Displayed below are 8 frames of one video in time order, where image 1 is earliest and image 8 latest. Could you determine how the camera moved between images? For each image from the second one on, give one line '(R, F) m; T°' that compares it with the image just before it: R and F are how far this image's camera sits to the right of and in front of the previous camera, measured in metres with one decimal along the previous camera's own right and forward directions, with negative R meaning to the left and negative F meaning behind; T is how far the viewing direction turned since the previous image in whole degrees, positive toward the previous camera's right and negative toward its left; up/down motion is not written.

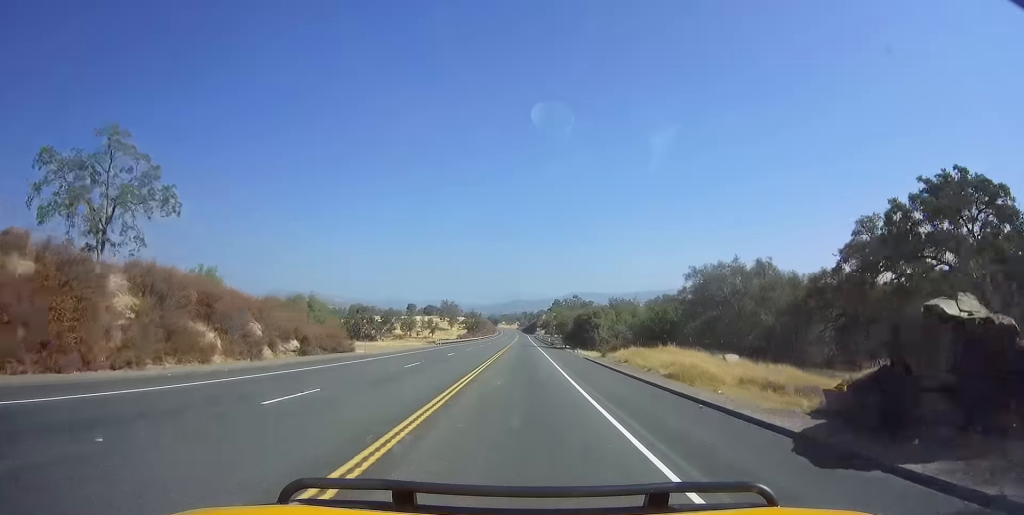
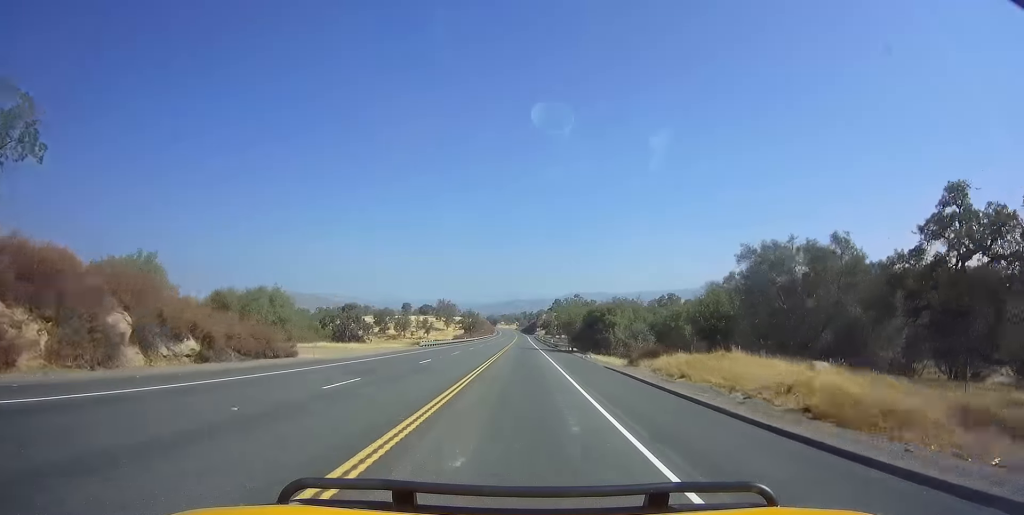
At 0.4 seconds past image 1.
(-0.1, +10.7) m; +1°
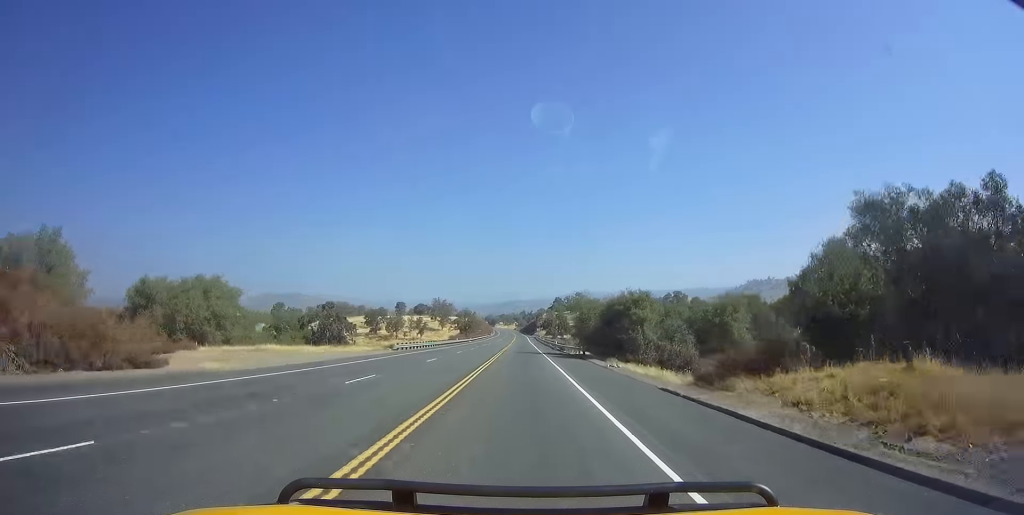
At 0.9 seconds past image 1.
(+0.2, +12.5) m; 0°
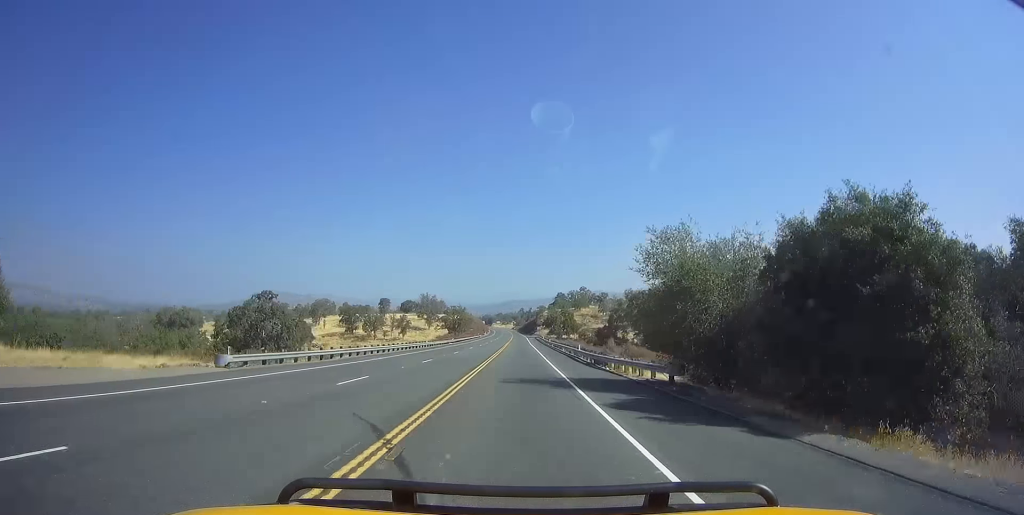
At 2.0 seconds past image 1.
(+0.2, +29.6) m; 0°
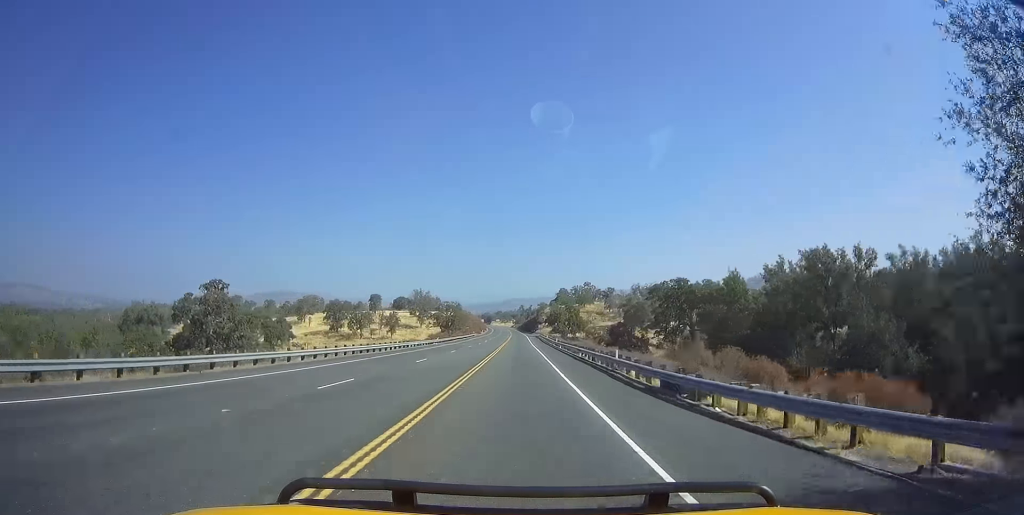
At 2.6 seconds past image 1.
(-0.3, +16.1) m; 0°
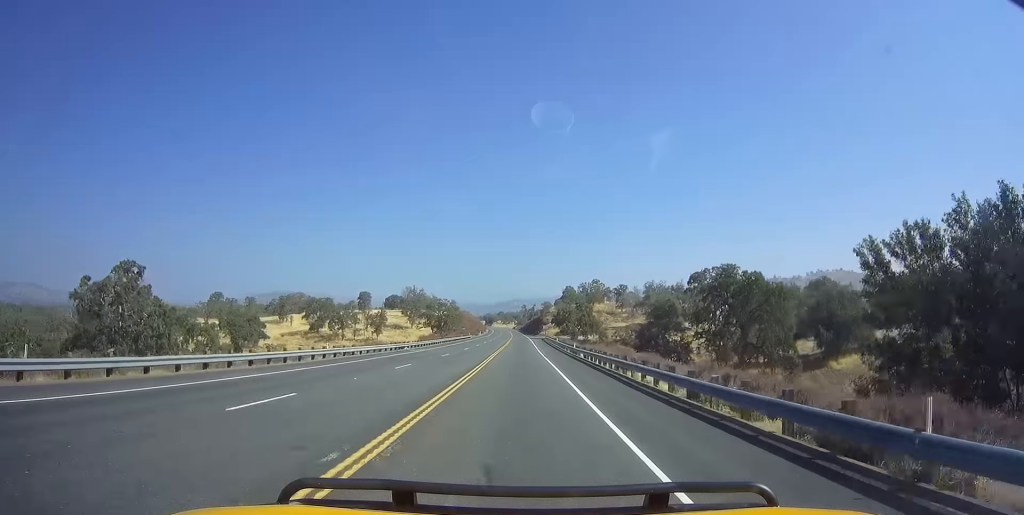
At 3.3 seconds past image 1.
(+0.5, +19.7) m; 0°
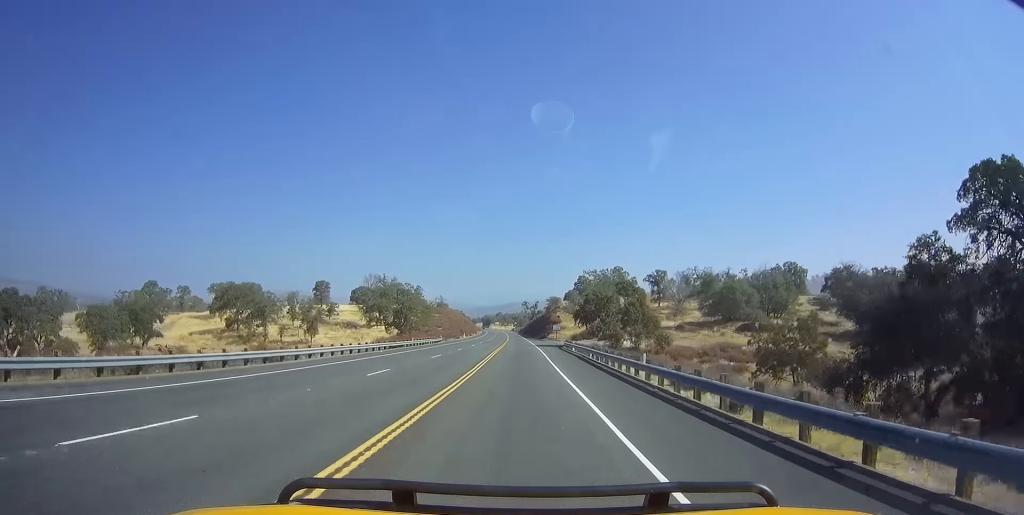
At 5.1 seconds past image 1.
(-0.9, +48.0) m; 0°
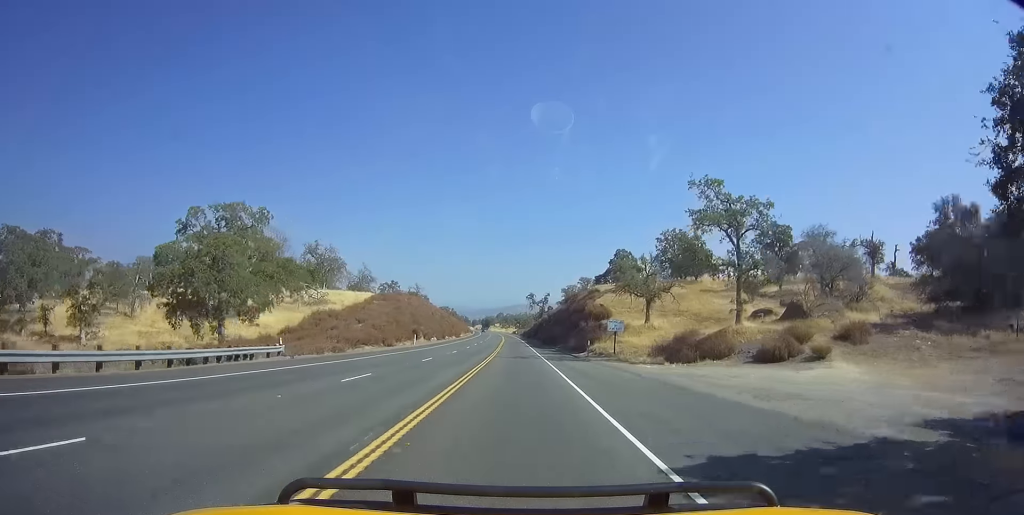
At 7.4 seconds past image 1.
(+0.4, +61.3) m; -1°
